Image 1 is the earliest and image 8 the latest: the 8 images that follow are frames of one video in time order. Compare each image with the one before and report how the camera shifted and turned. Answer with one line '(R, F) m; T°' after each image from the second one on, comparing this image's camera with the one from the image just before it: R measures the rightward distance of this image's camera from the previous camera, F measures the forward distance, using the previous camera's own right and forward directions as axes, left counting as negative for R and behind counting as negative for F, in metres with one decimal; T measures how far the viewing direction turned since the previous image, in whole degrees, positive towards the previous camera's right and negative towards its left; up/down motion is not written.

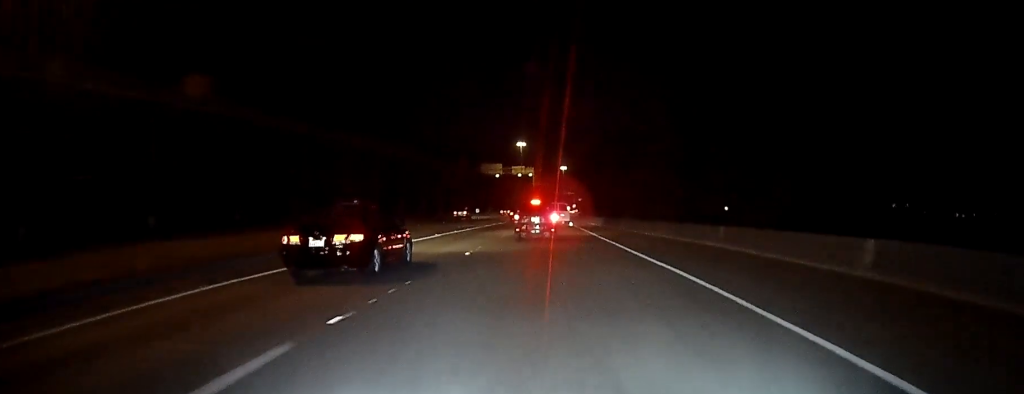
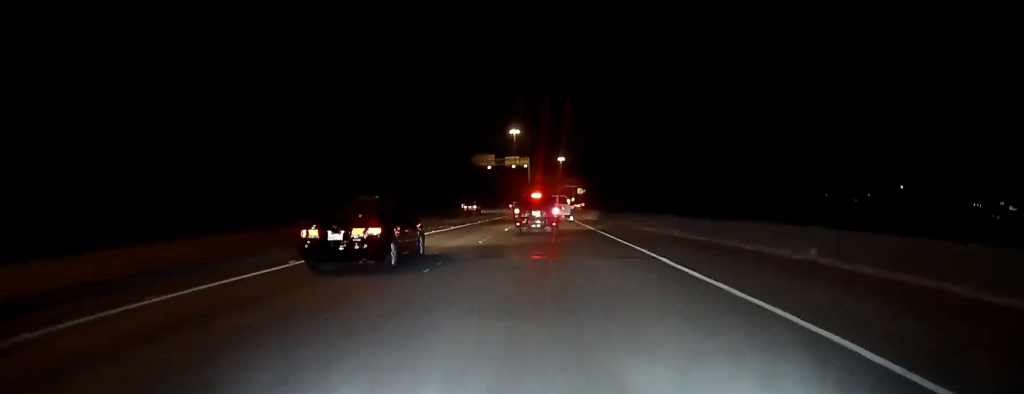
(+0.5, +22.3) m; +1°
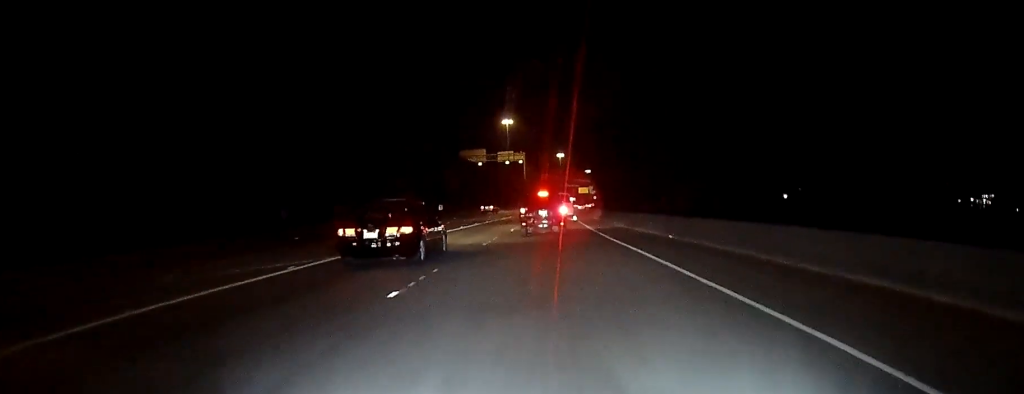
(0.0, +27.7) m; 0°
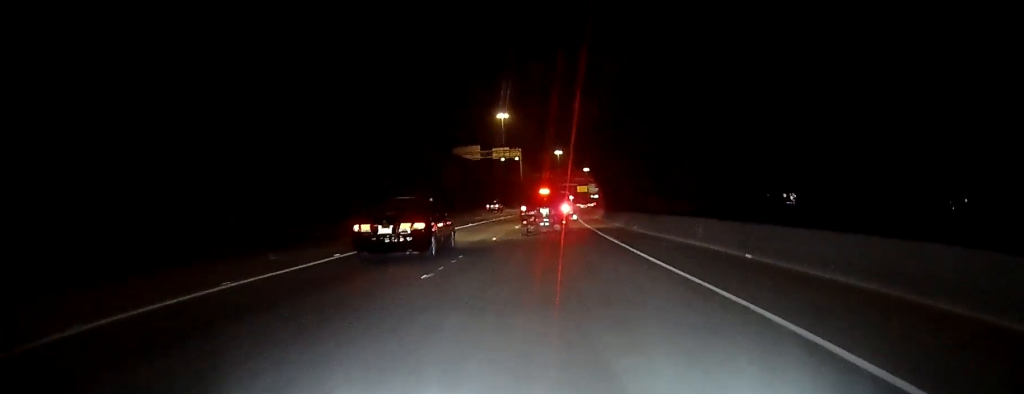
(0.0, +10.8) m; 0°
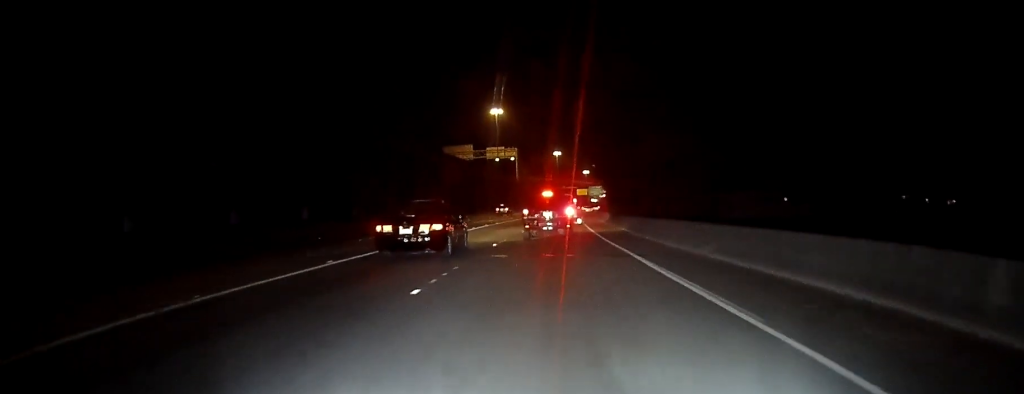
(0.0, +14.6) m; 0°
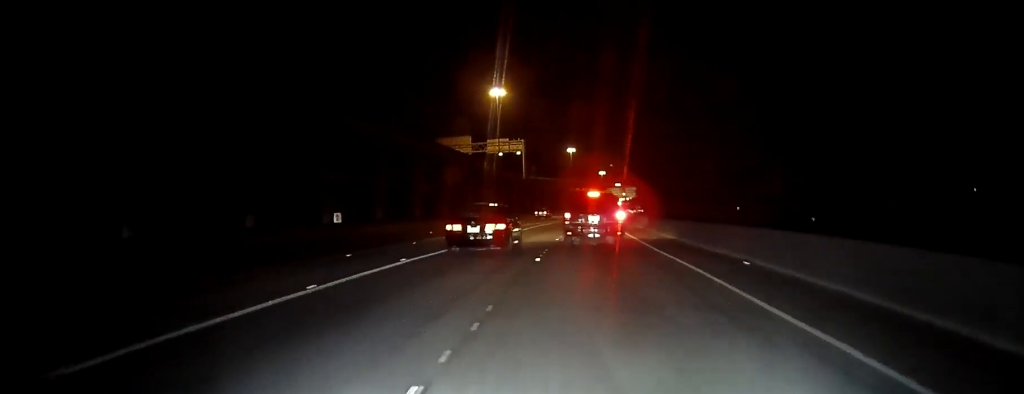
(-0.1, +30.4) m; -1°
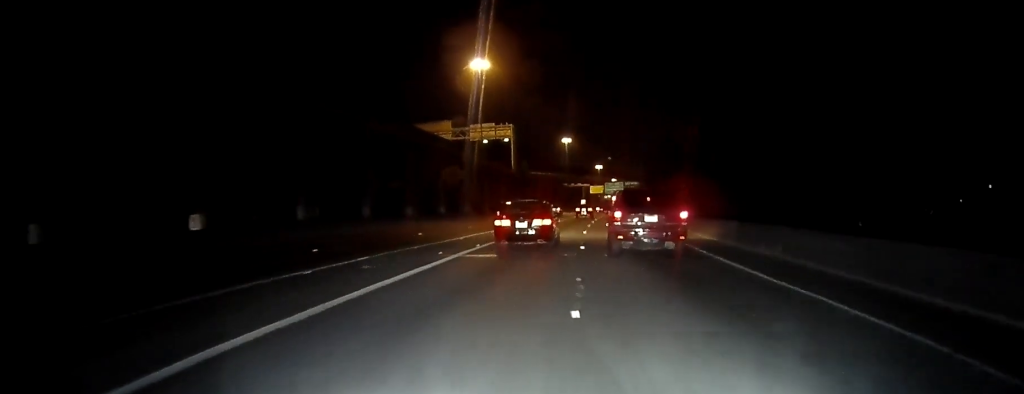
(-0.3, +21.3) m; +1°
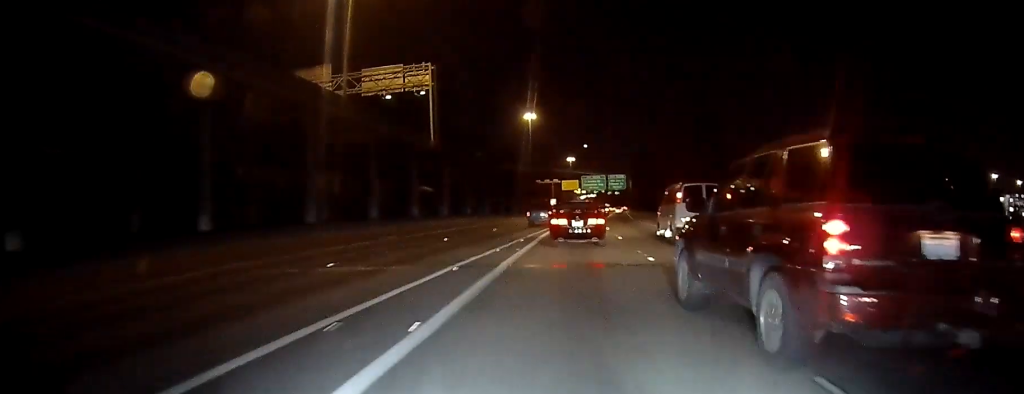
(+1.2, +53.5) m; +1°
